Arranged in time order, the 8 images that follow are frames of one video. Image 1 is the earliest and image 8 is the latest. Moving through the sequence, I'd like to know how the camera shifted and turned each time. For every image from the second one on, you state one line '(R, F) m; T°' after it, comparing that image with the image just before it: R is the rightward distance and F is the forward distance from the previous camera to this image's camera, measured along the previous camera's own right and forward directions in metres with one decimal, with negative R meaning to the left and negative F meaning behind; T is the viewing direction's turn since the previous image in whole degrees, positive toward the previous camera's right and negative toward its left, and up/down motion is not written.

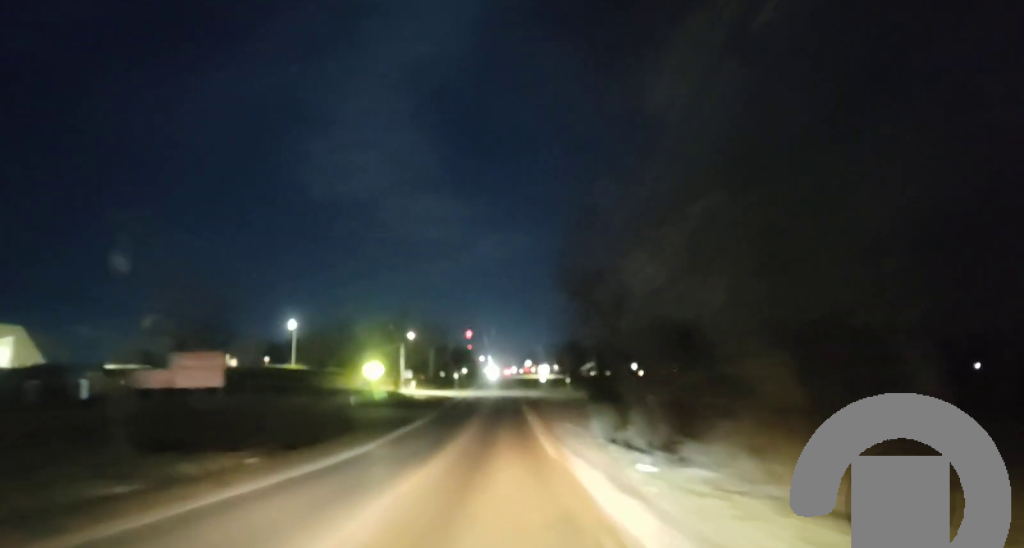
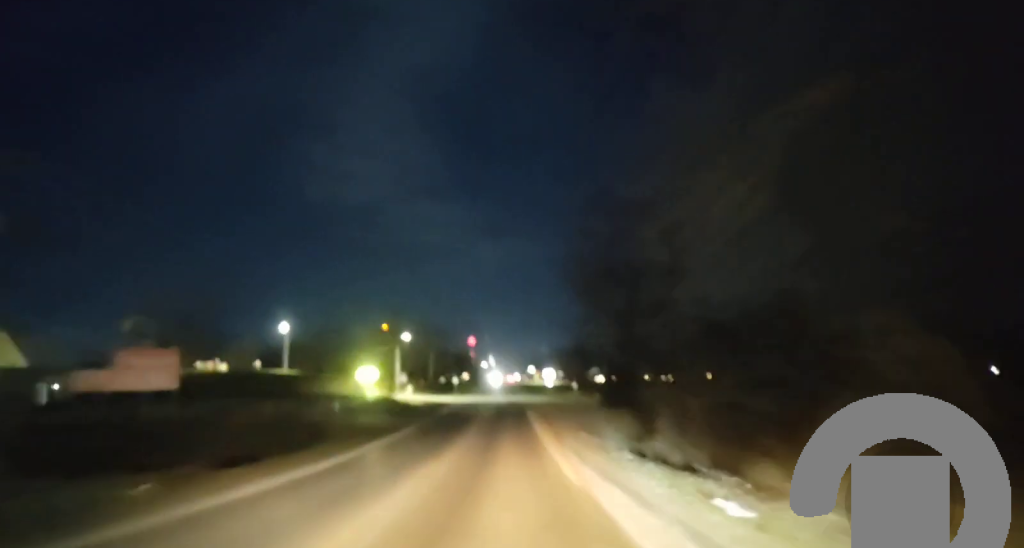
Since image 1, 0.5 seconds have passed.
(-0.1, +7.7) m; 0°
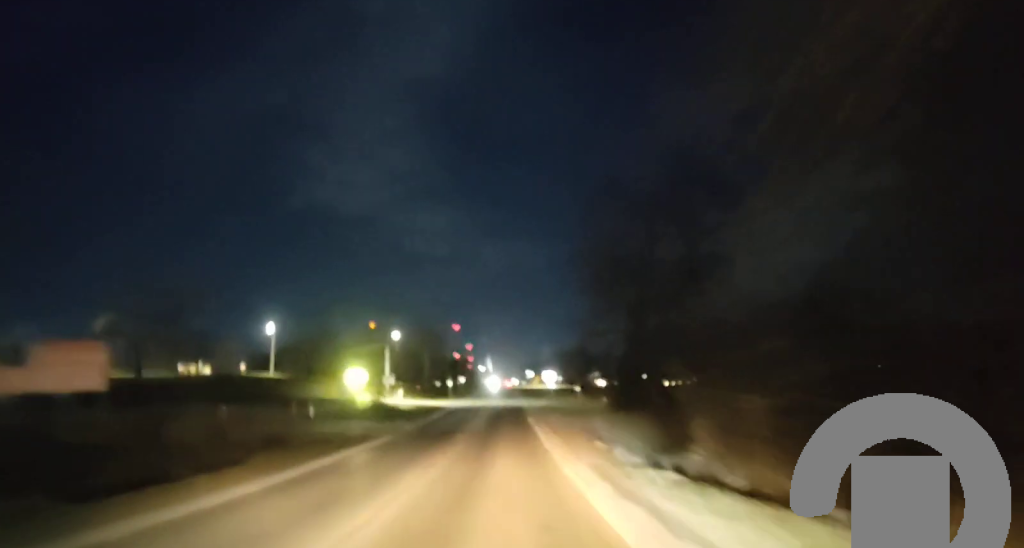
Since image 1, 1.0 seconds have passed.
(0.0, +8.7) m; 0°
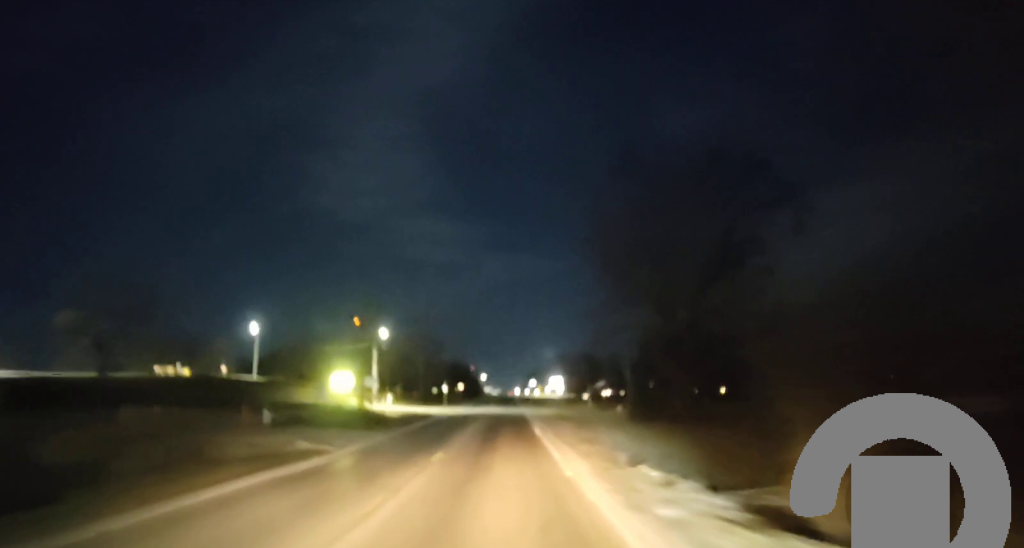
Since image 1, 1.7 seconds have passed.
(+0.1, +12.6) m; 0°
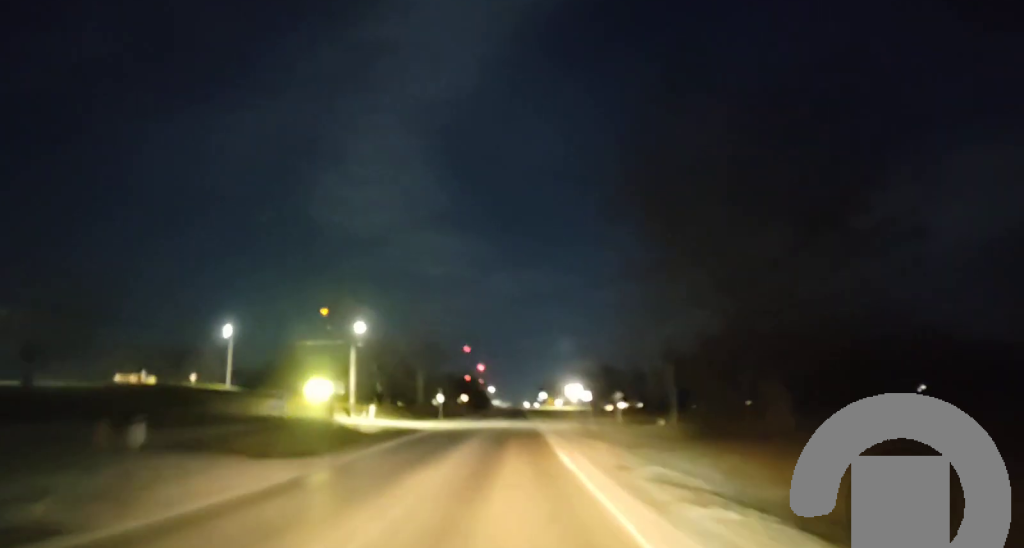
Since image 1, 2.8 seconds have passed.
(0.0, +19.3) m; 0°
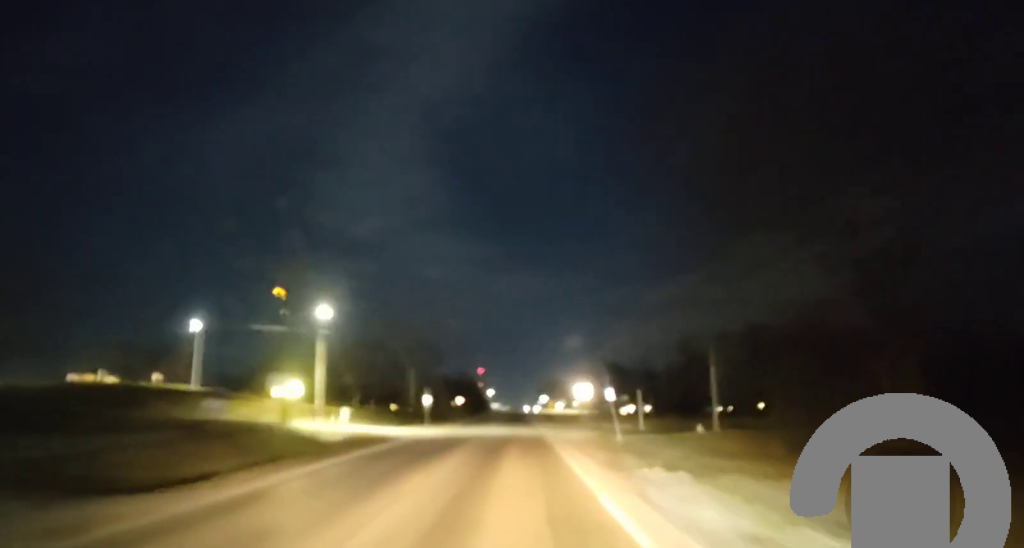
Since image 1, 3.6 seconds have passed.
(0.0, +13.4) m; -2°
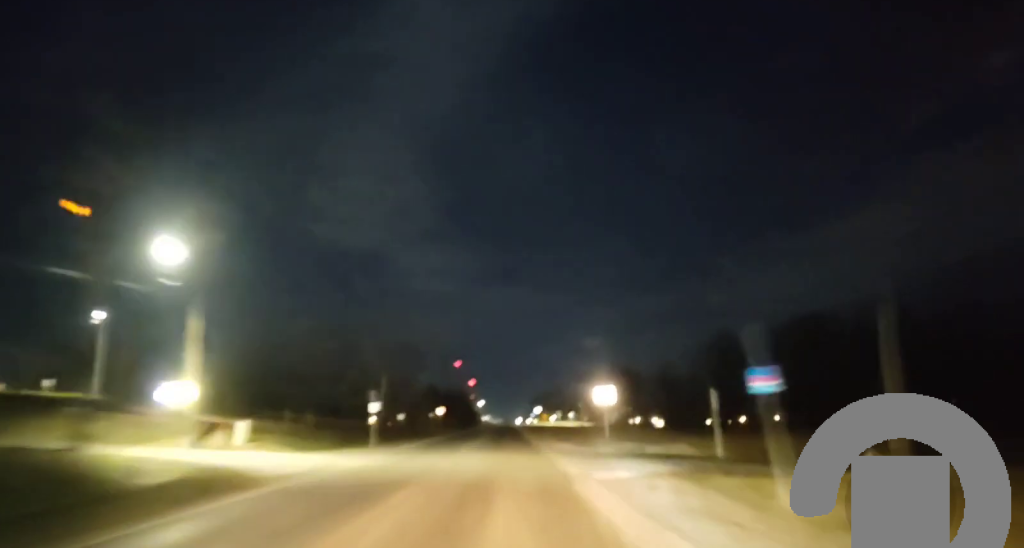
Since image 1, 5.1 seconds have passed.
(-0.5, +24.6) m; +1°
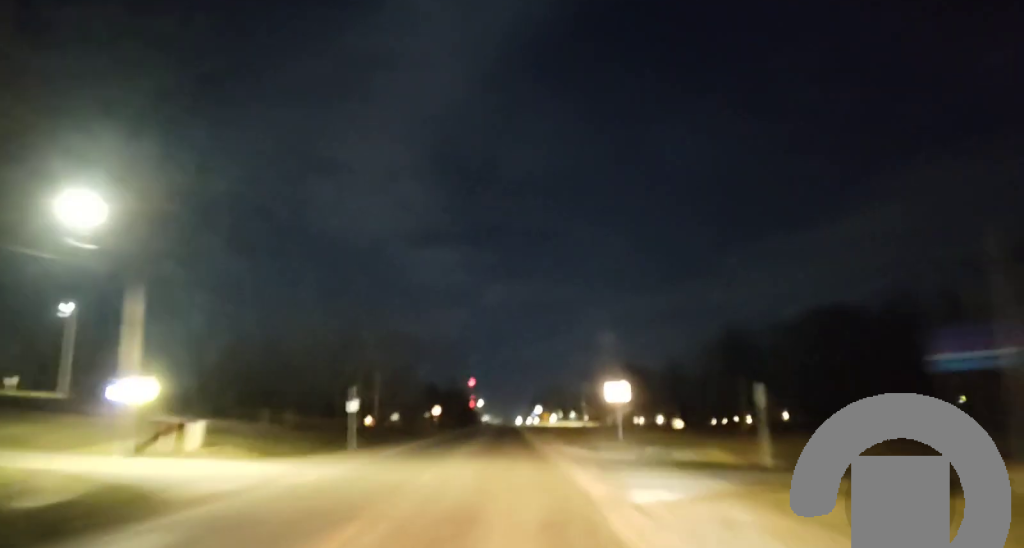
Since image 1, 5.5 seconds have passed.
(+0.3, +7.5) m; +1°
